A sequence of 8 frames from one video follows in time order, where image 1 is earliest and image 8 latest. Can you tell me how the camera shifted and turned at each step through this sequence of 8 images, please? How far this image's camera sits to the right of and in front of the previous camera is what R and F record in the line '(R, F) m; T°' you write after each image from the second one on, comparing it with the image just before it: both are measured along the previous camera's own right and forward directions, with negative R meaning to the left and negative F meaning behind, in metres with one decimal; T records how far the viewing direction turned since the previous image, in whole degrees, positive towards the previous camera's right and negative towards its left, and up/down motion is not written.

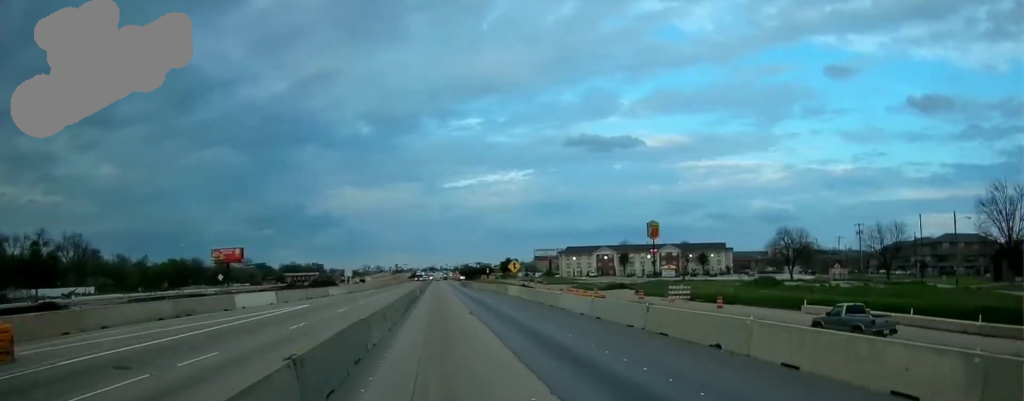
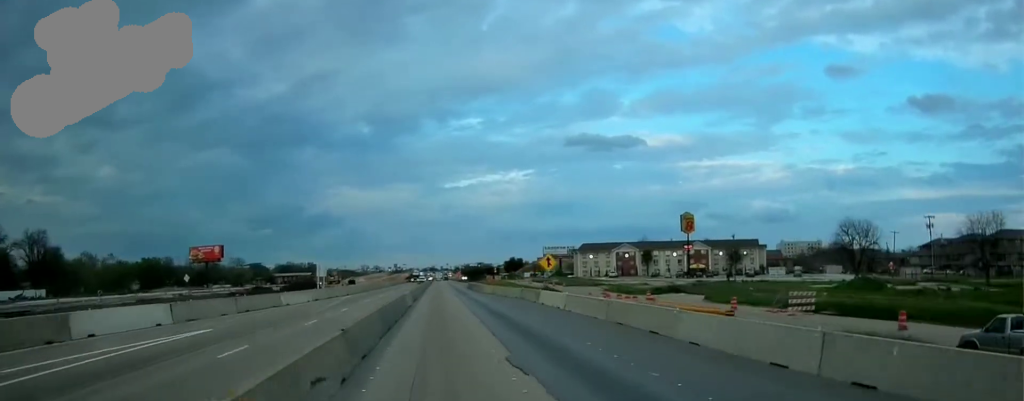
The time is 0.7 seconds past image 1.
(-0.1, +21.0) m; 0°
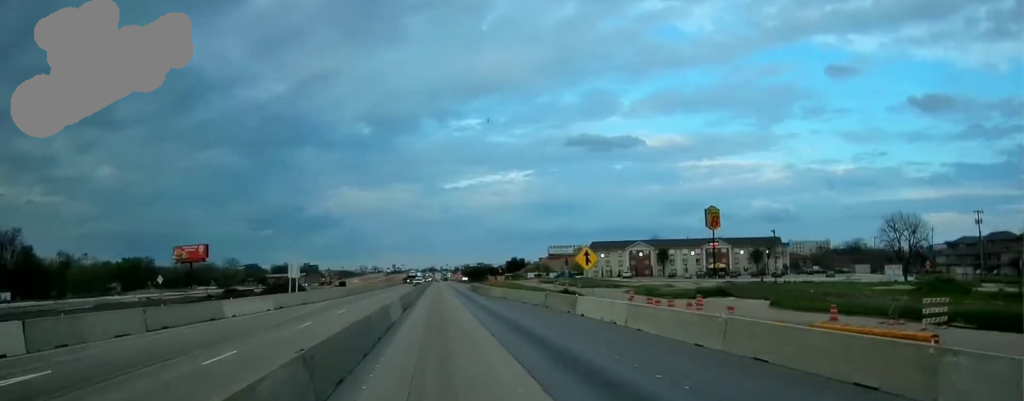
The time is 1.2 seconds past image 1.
(+0.1, +13.6) m; 0°
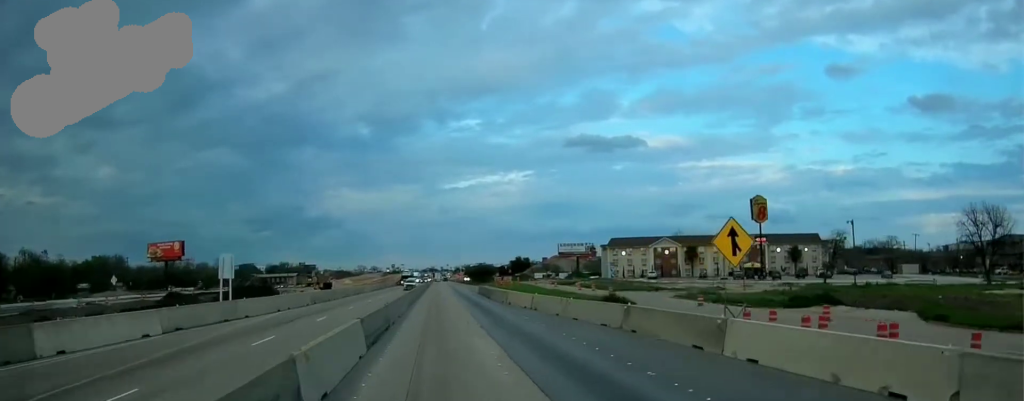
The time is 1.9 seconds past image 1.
(0.0, +20.5) m; 0°
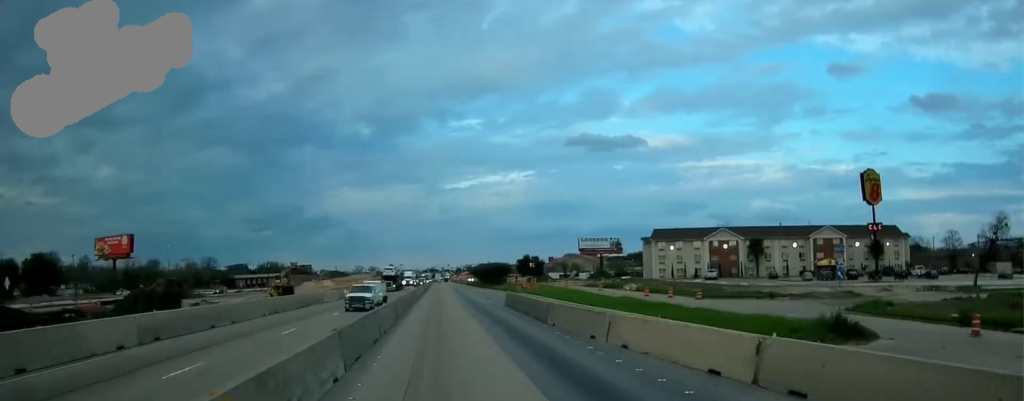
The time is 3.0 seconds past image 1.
(-0.1, +32.5) m; 0°
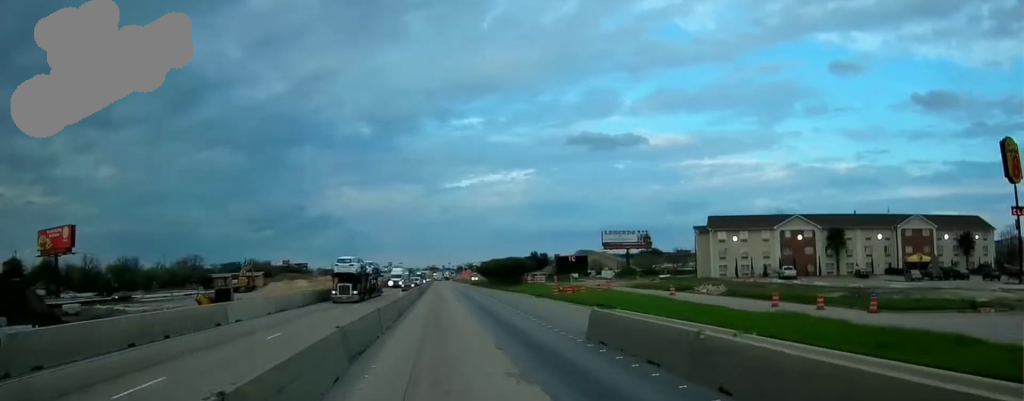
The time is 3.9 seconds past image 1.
(+0.1, +26.6) m; 0°
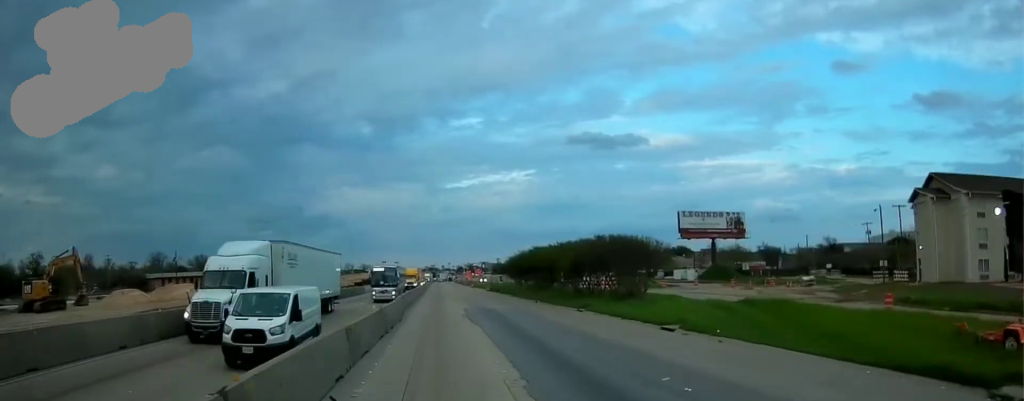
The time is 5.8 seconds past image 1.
(-0.1, +56.9) m; +1°
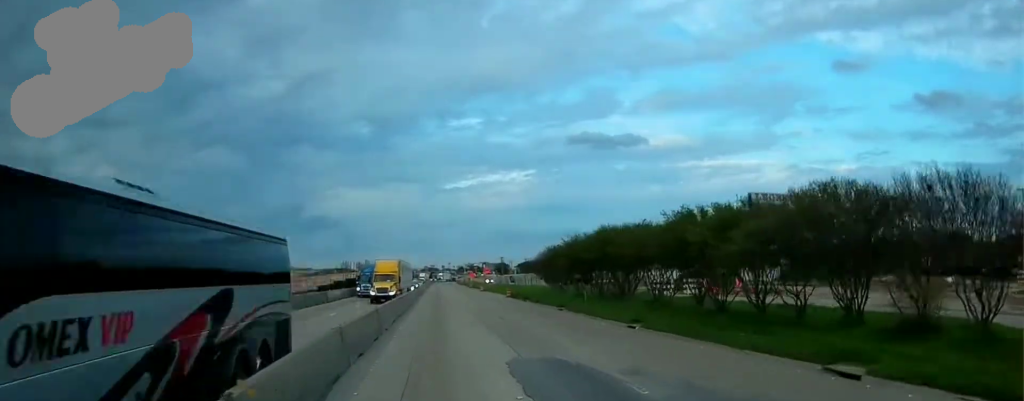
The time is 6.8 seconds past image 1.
(+0.2, +27.4) m; 0°
